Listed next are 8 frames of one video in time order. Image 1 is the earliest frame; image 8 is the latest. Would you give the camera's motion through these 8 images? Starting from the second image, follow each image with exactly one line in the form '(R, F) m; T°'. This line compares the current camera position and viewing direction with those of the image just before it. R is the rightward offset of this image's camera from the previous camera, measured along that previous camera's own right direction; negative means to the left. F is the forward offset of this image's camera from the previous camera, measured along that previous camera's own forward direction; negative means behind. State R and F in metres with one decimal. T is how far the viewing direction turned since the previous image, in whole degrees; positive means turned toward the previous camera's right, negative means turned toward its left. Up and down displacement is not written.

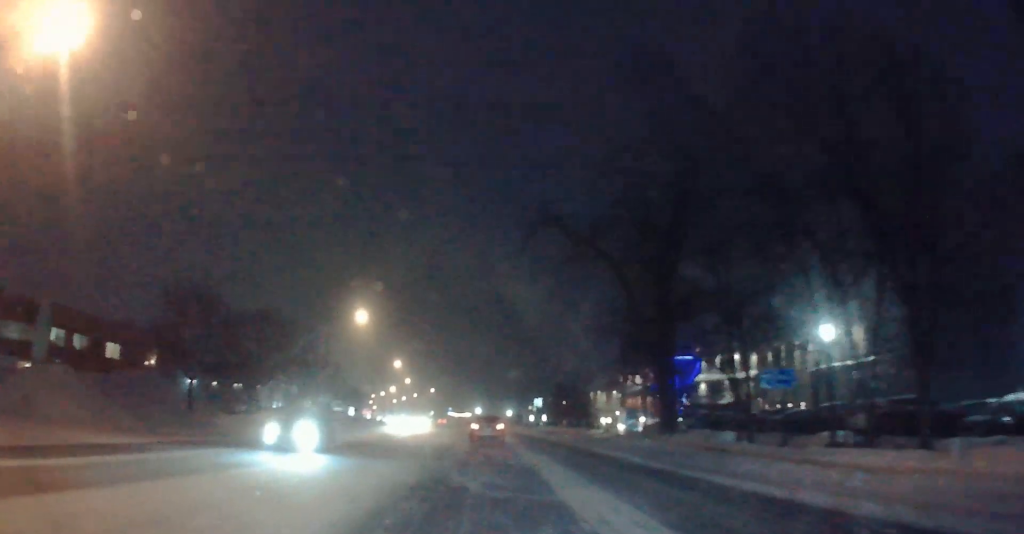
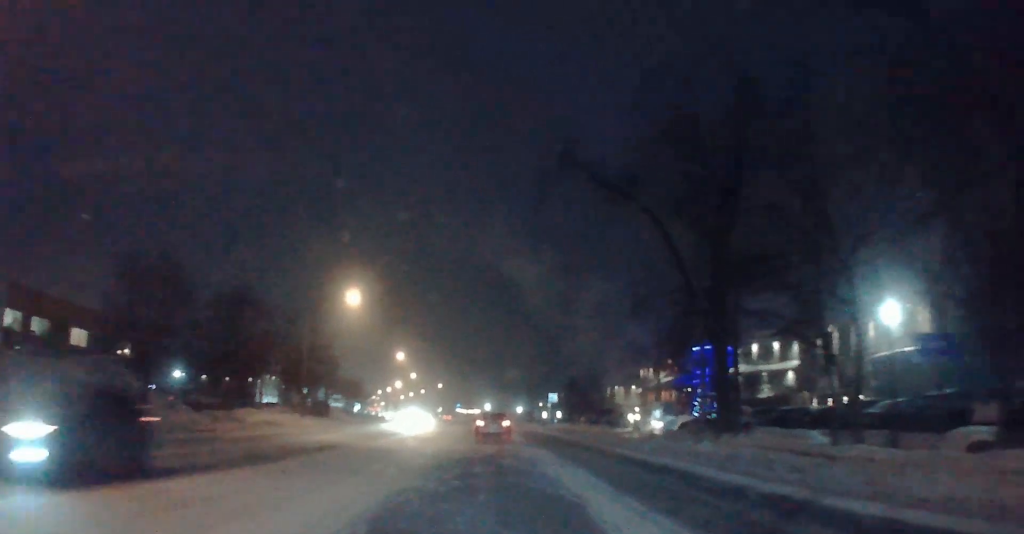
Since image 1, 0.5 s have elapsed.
(-0.1, +8.3) m; +1°
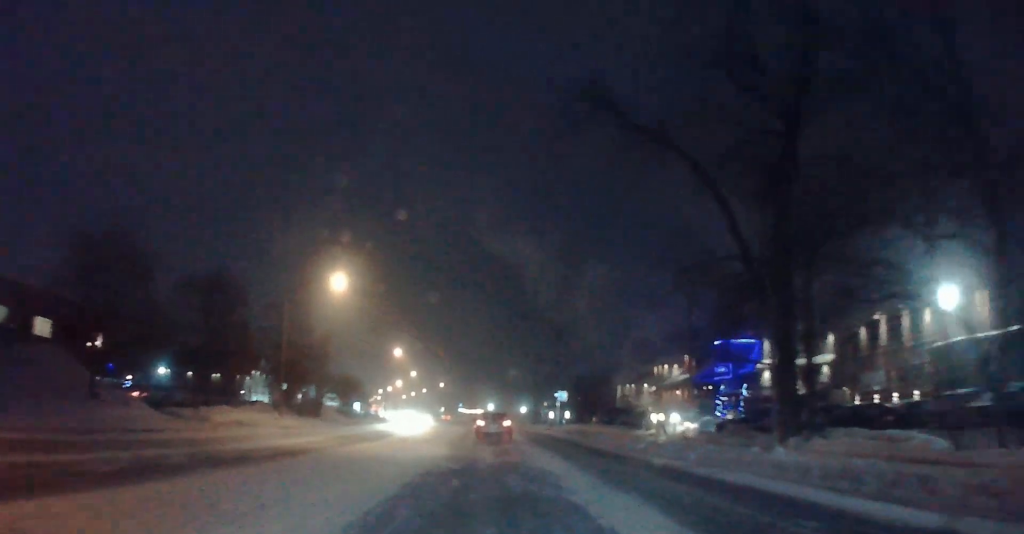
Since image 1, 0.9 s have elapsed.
(+0.1, +6.8) m; -1°
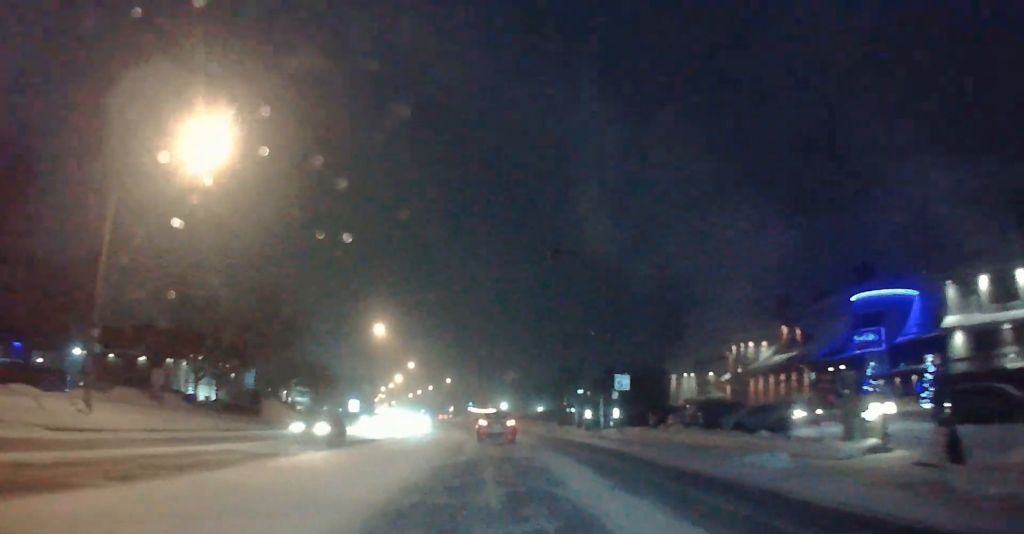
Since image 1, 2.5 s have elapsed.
(-0.9, +26.3) m; -4°
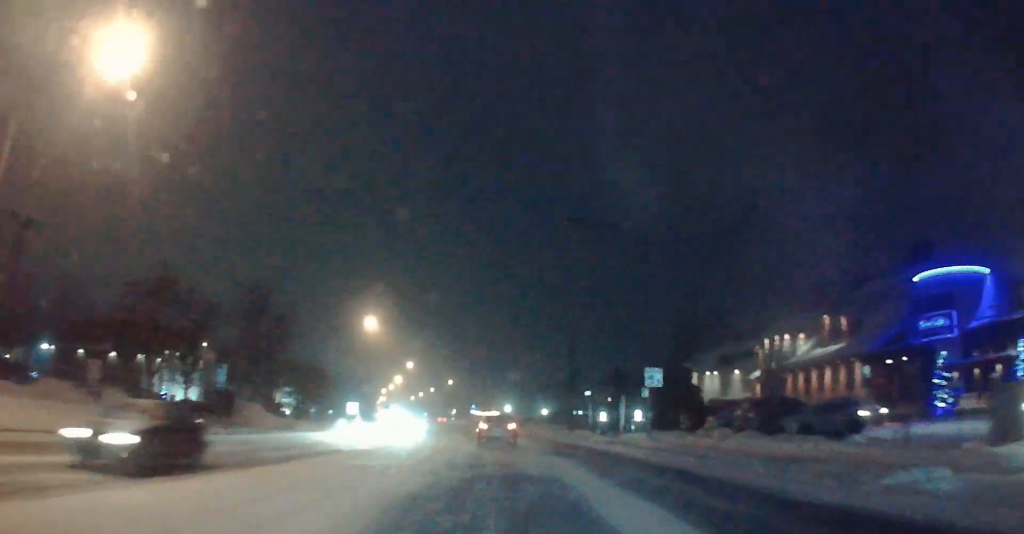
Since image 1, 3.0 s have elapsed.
(+0.1, +7.3) m; 0°
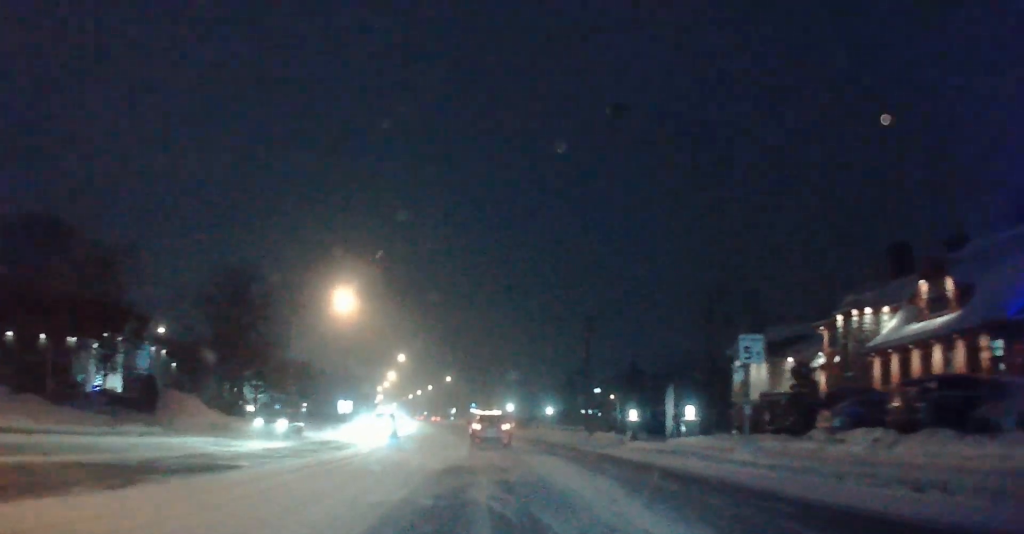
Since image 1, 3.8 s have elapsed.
(+0.1, +13.3) m; 0°
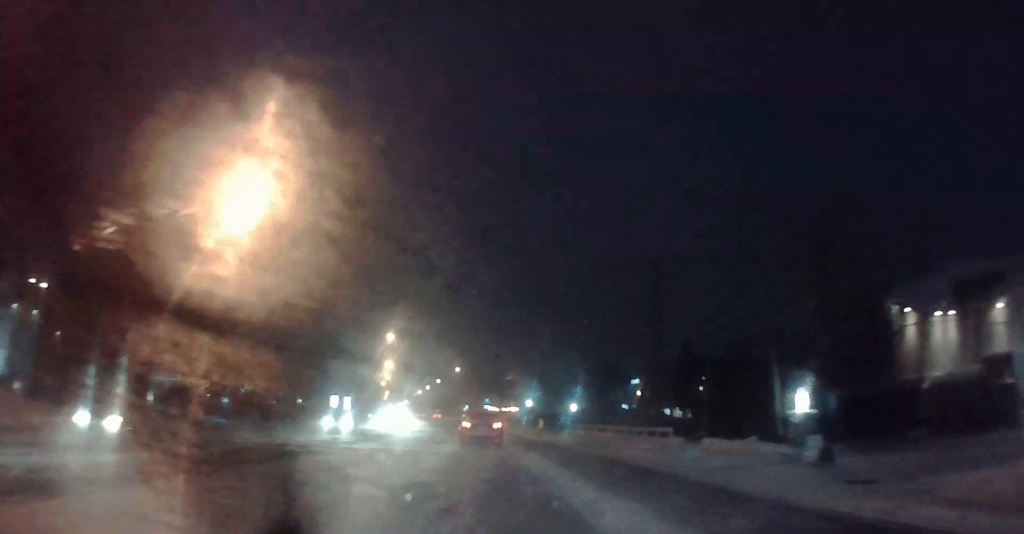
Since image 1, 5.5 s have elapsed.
(-0.2, +26.3) m; -1°
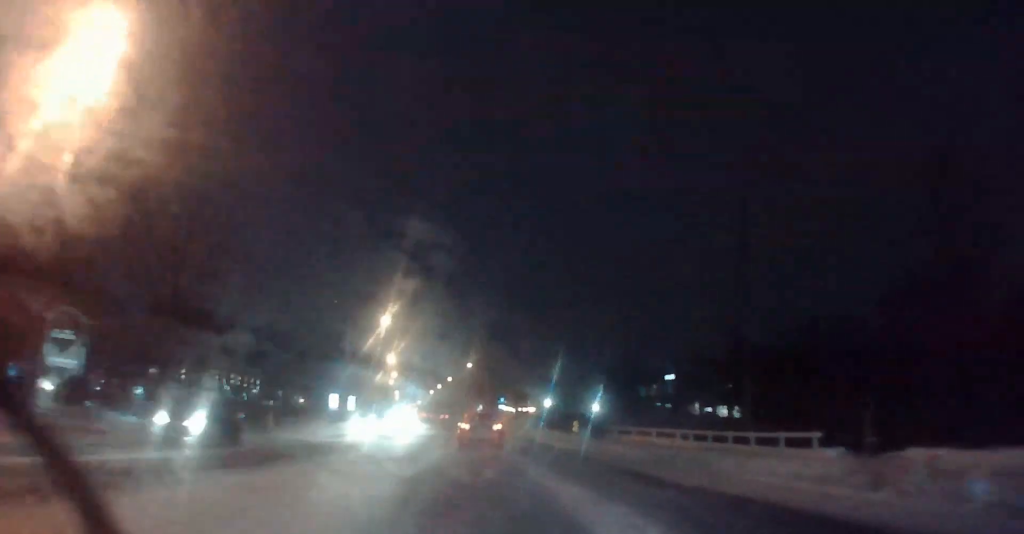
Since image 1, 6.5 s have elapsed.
(0.0, +14.8) m; 0°
